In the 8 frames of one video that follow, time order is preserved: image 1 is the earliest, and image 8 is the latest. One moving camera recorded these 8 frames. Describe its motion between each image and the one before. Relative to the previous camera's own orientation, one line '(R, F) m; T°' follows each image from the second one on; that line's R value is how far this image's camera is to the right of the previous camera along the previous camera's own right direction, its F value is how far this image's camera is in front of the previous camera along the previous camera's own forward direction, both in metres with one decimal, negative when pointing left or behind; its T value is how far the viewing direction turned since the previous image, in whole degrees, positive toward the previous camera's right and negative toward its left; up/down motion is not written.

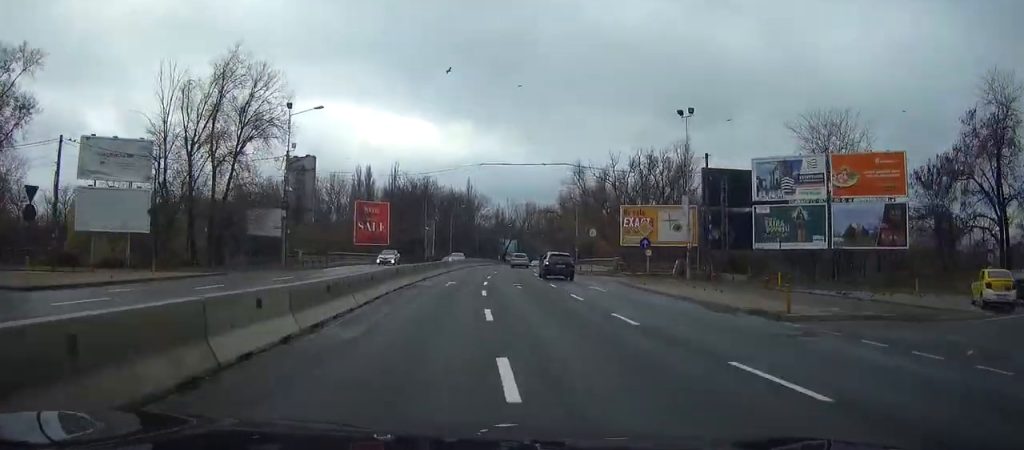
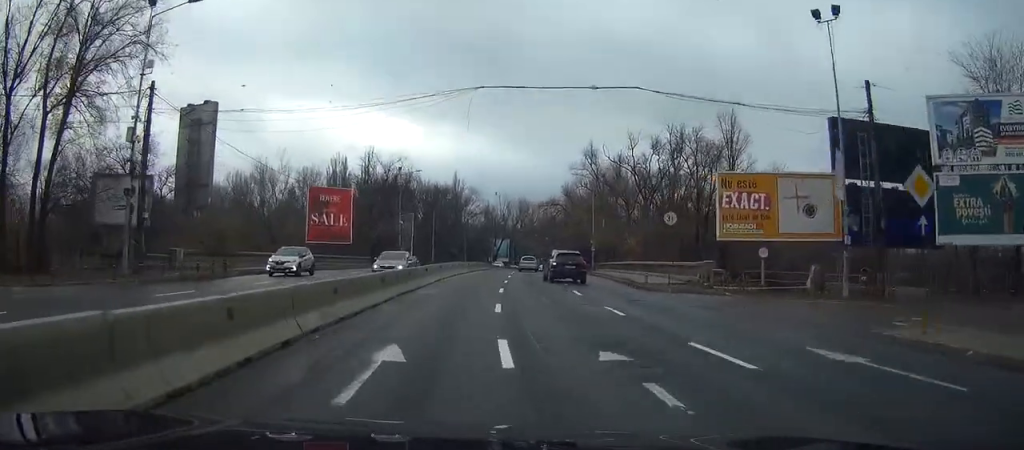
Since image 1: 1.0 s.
(+0.3, +24.5) m; +1°
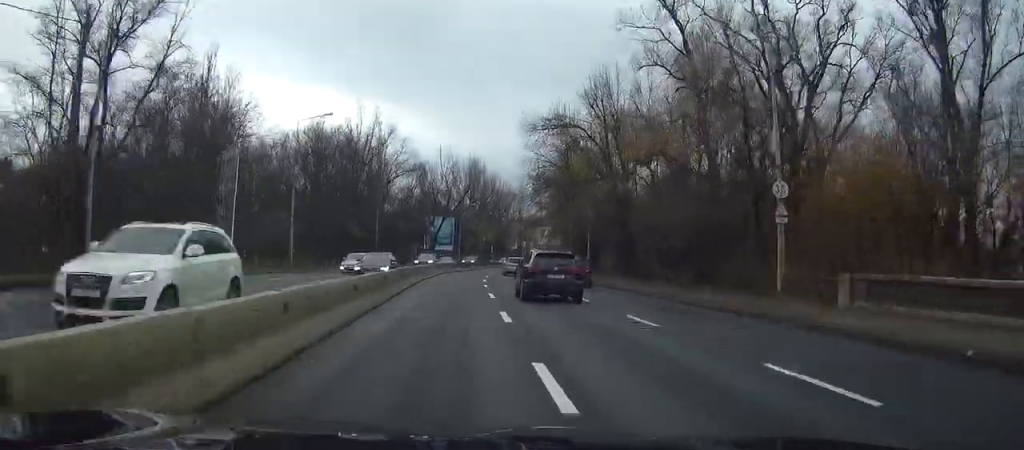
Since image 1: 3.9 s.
(+2.1, +65.0) m; +3°
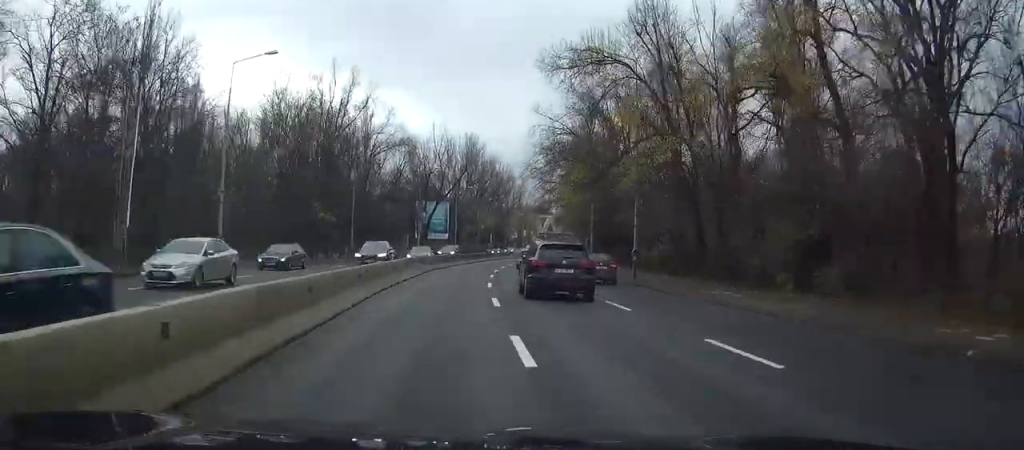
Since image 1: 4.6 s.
(+0.1, +15.6) m; 0°
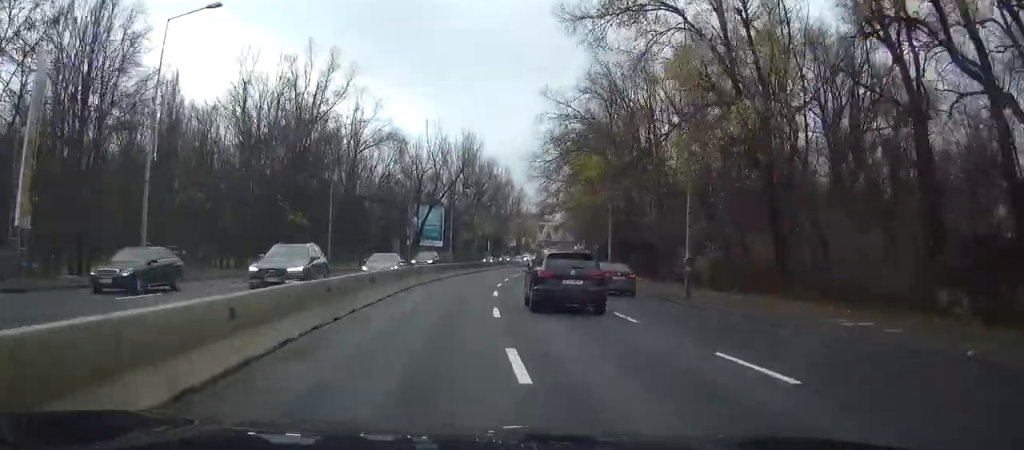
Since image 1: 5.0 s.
(-0.1, +9.6) m; 0°
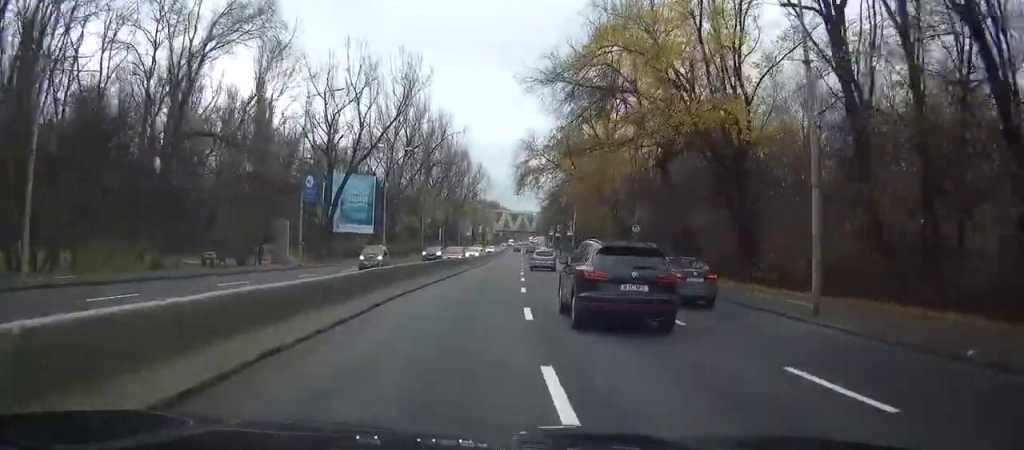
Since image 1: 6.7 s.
(+0.6, +37.8) m; +3°
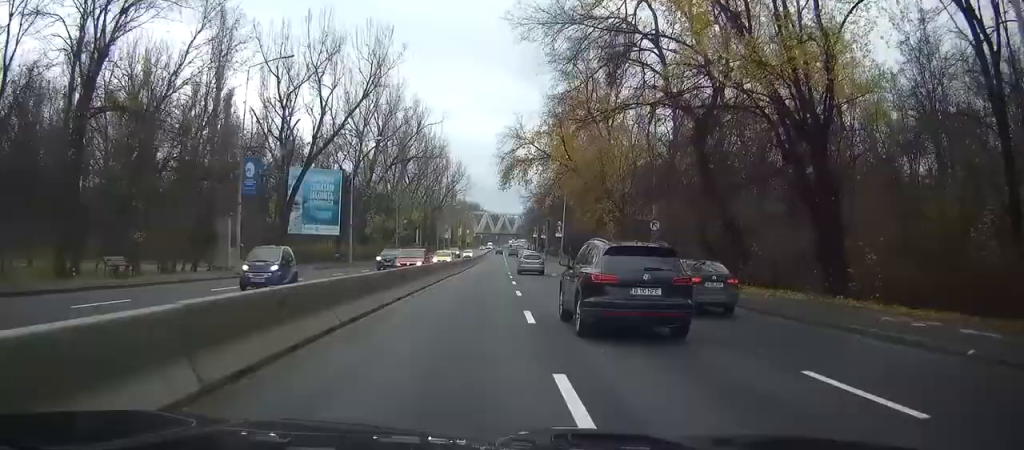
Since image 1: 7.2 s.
(0.0, +9.4) m; +1°
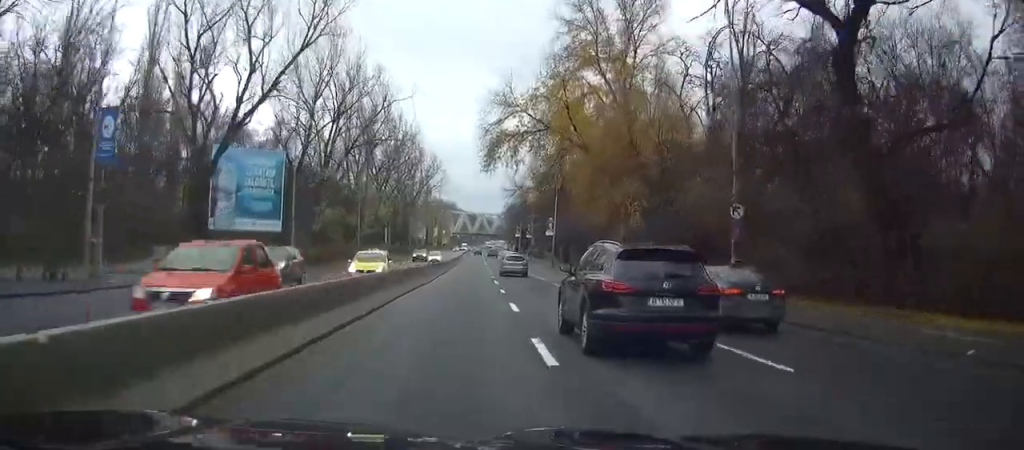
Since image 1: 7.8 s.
(+0.3, +14.4) m; +2°
